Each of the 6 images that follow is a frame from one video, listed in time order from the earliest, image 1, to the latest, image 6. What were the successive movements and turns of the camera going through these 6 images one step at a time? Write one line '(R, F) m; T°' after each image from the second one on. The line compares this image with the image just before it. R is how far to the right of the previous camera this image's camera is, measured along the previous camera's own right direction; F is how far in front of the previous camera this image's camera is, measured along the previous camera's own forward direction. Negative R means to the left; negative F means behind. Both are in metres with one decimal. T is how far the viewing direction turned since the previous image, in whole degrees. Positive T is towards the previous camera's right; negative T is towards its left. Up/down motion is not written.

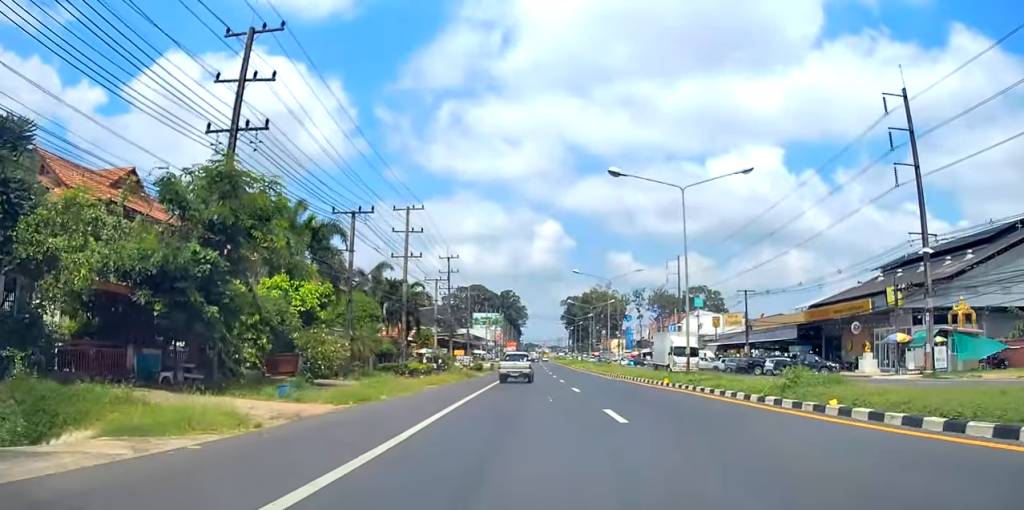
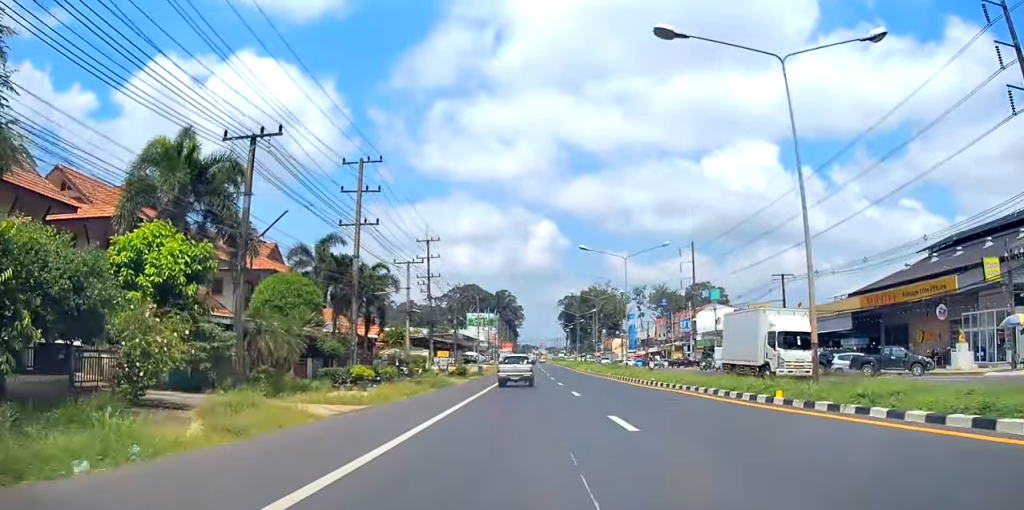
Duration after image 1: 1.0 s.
(-0.1, +15.0) m; 0°
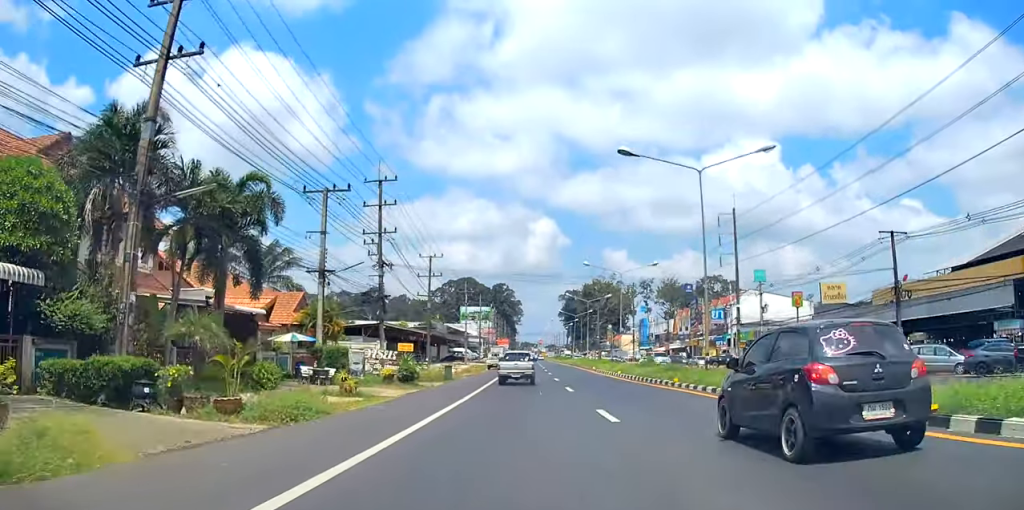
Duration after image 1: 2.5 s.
(0.0, +23.7) m; 0°
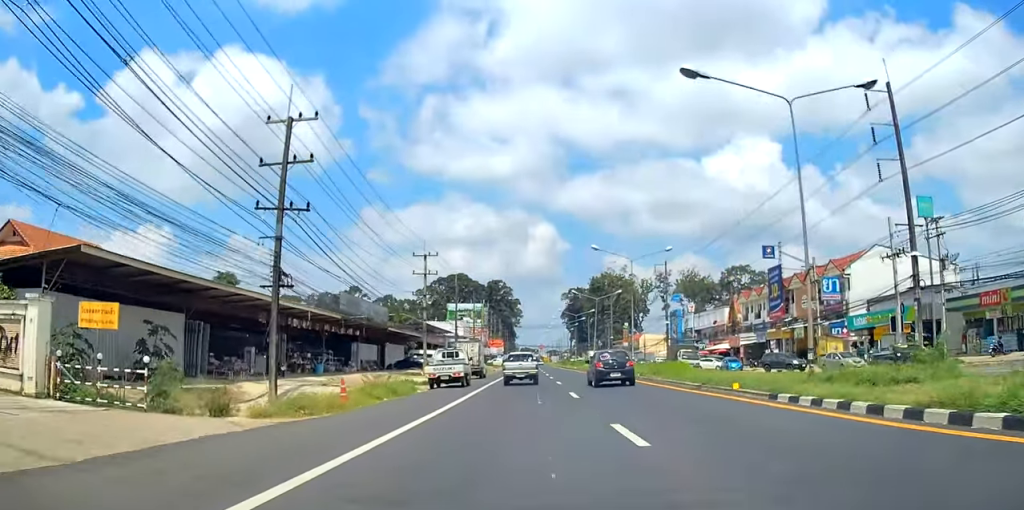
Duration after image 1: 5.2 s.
(+0.2, +42.7) m; 0°
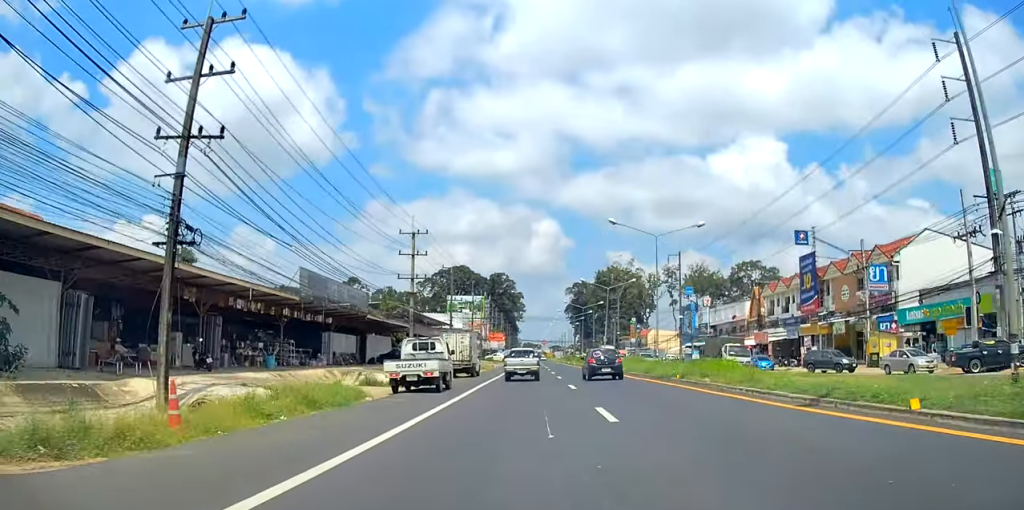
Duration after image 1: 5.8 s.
(0.0, +9.2) m; 0°
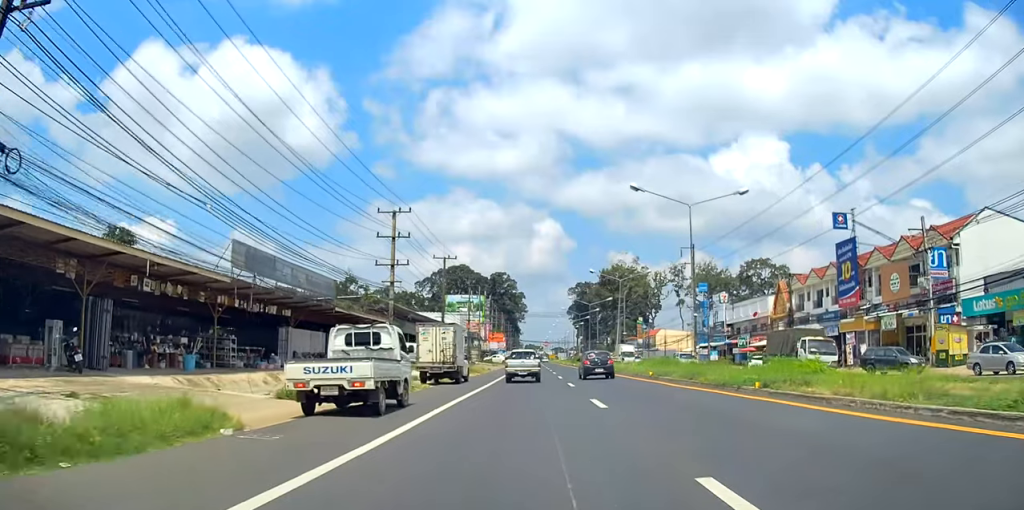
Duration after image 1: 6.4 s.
(0.0, +9.1) m; 0°
